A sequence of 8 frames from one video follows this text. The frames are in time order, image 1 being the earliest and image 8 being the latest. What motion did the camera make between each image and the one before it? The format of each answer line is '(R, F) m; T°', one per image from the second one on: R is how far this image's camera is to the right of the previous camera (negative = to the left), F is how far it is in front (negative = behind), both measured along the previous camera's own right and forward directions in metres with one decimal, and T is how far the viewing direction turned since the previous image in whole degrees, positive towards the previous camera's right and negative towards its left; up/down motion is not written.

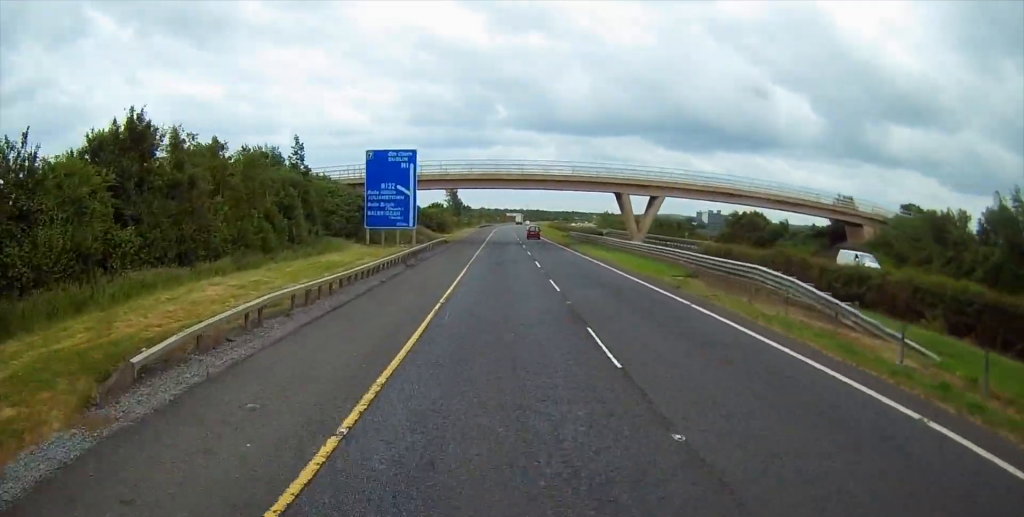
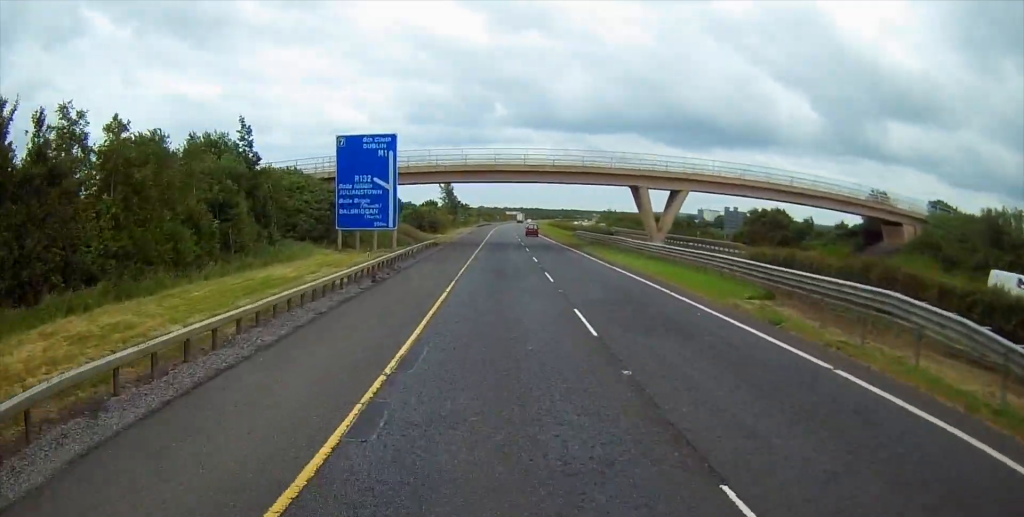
(-0.2, +9.4) m; 0°
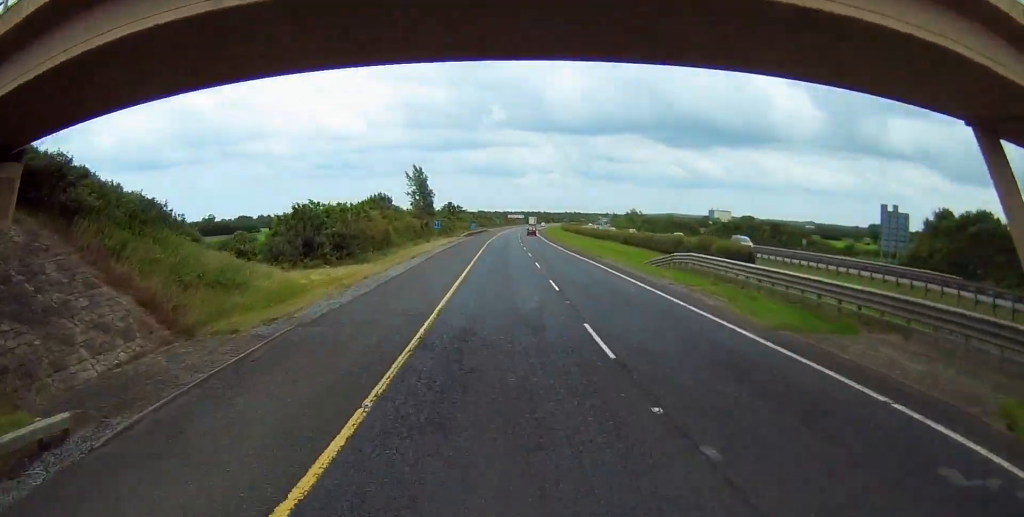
(+0.6, +49.7) m; +1°
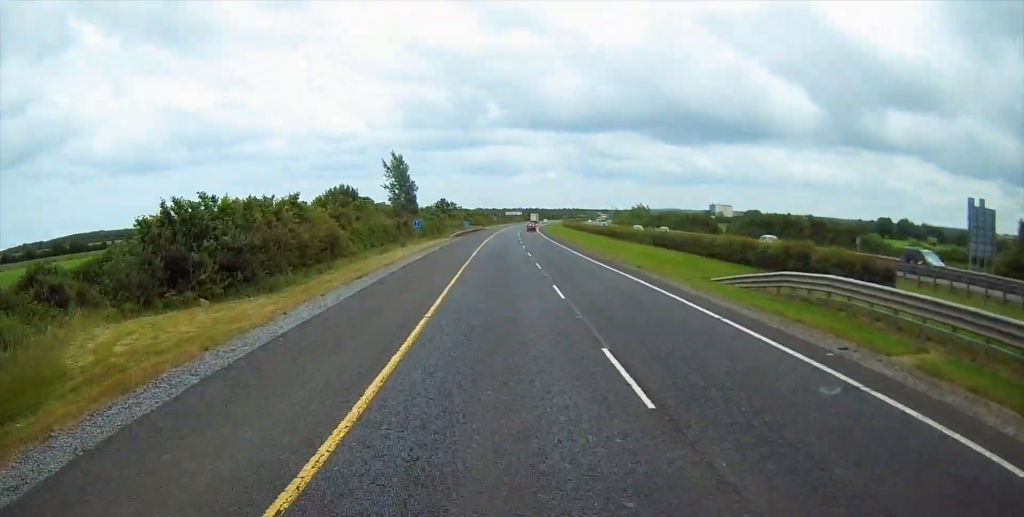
(-0.1, +15.5) m; -1°
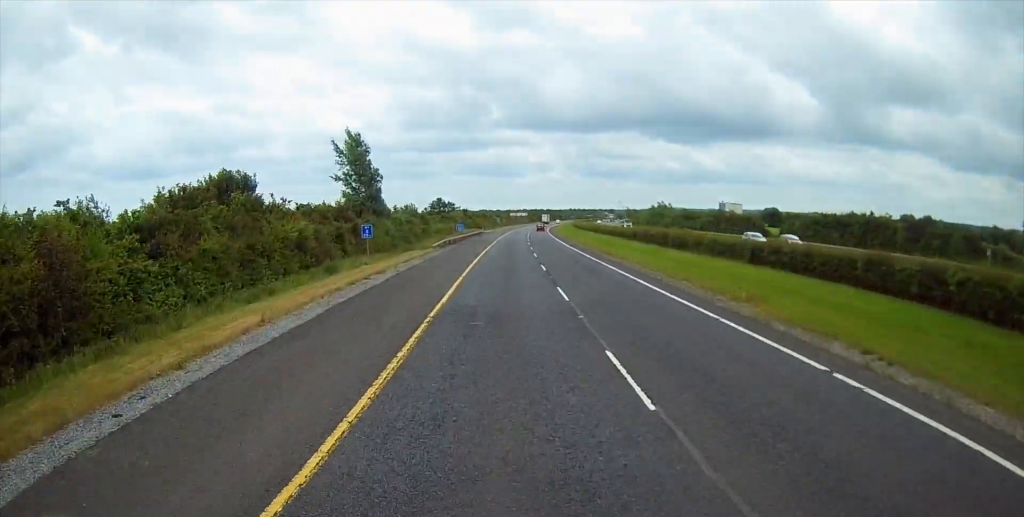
(-0.2, +24.1) m; +1°
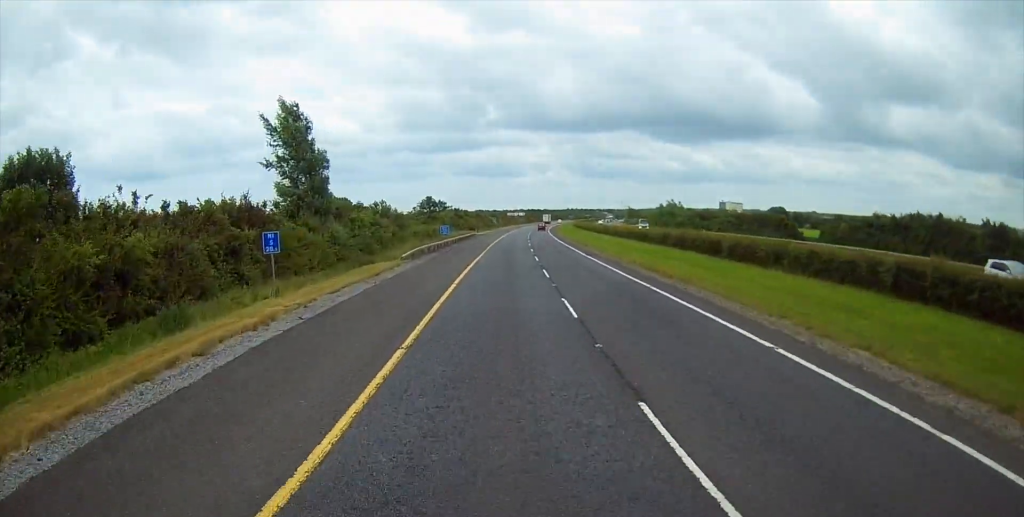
(+0.4, +15.4) m; +1°
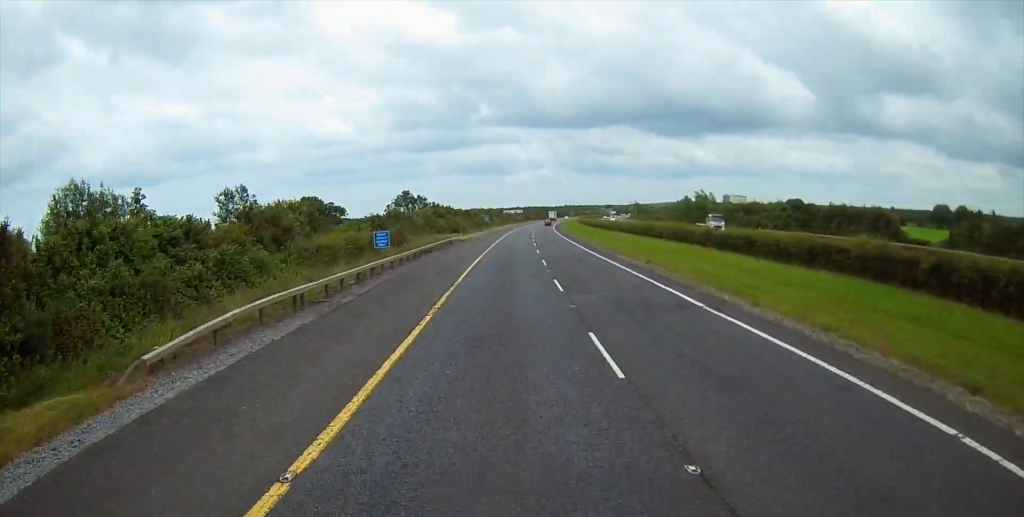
(0.0, +31.3) m; 0°
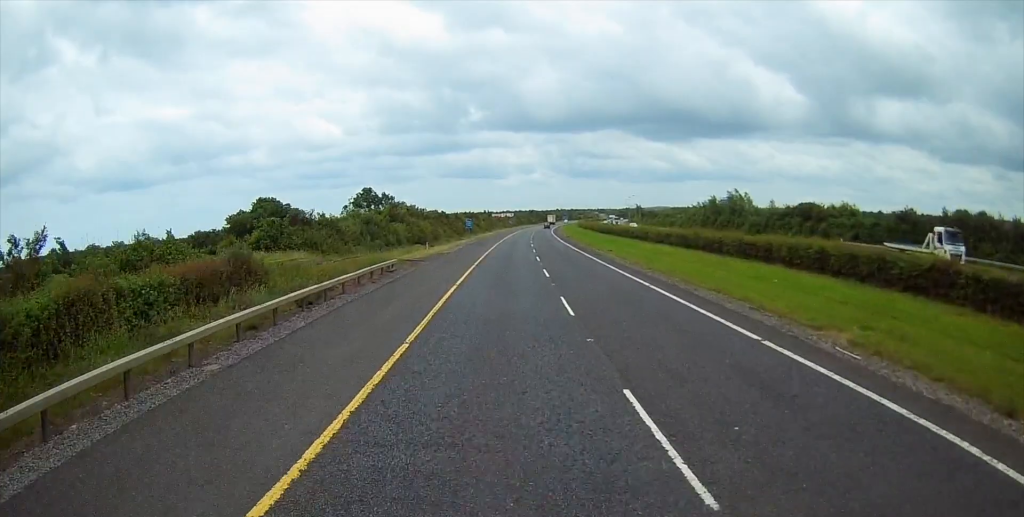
(0.0, +28.8) m; 0°
